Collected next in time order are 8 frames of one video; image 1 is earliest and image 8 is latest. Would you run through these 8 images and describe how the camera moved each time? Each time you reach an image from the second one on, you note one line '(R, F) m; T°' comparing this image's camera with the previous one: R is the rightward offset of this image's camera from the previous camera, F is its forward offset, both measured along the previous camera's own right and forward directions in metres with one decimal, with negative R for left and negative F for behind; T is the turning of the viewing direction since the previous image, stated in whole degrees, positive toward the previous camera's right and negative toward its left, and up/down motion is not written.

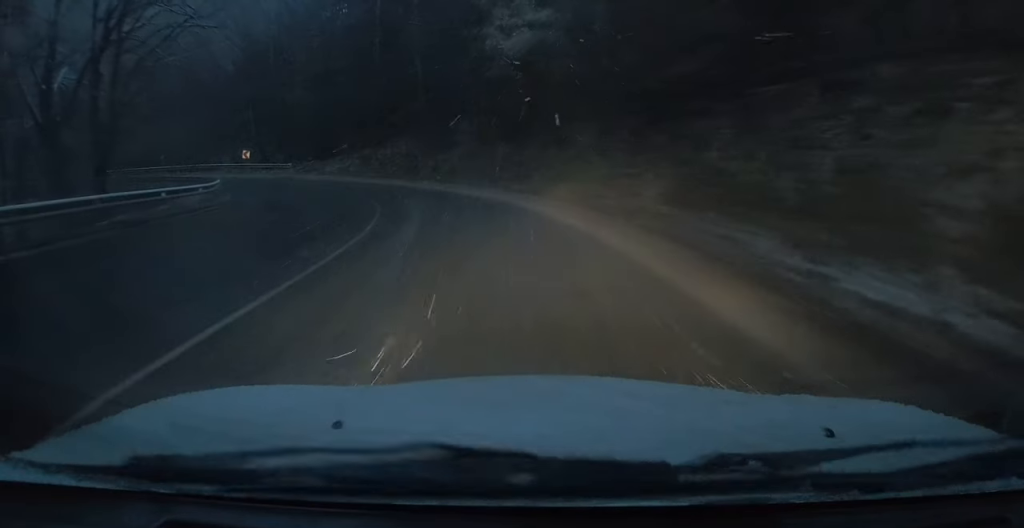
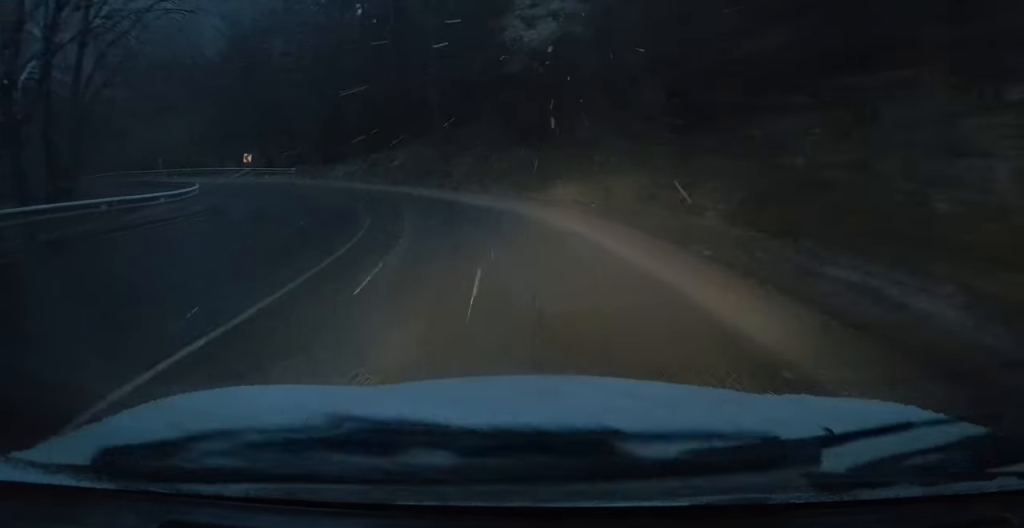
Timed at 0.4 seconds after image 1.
(-0.1, +4.3) m; -1°
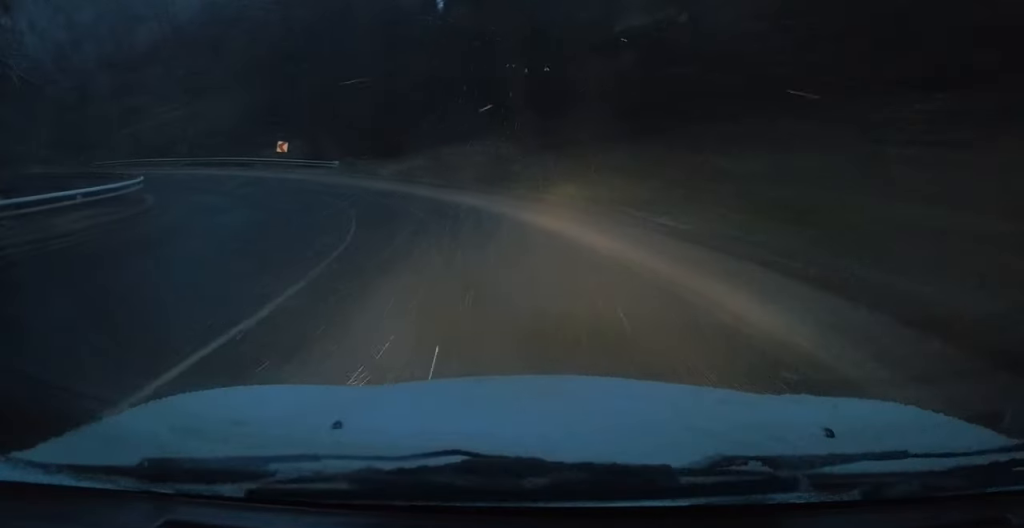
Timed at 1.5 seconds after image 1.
(-0.2, +11.9) m; -4°
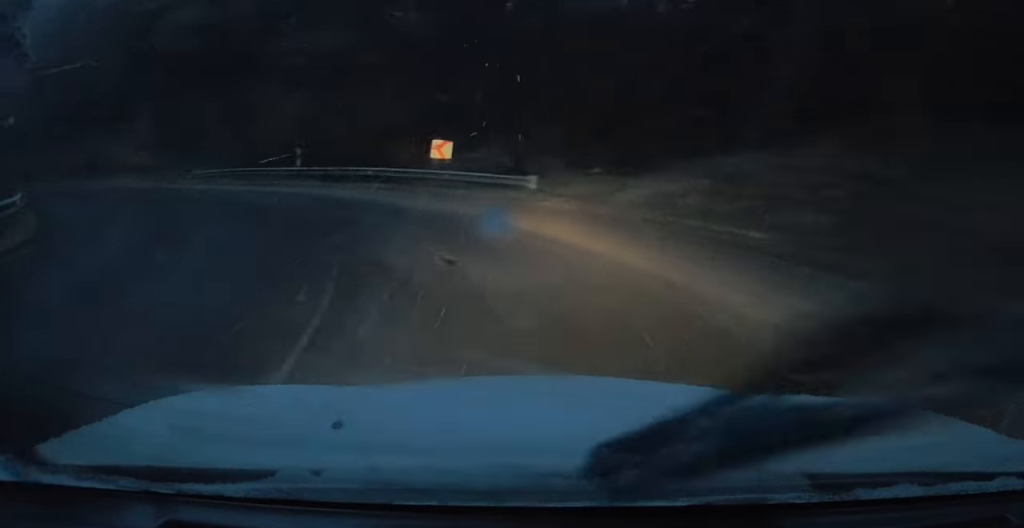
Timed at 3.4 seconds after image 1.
(-2.3, +17.8) m; -23°
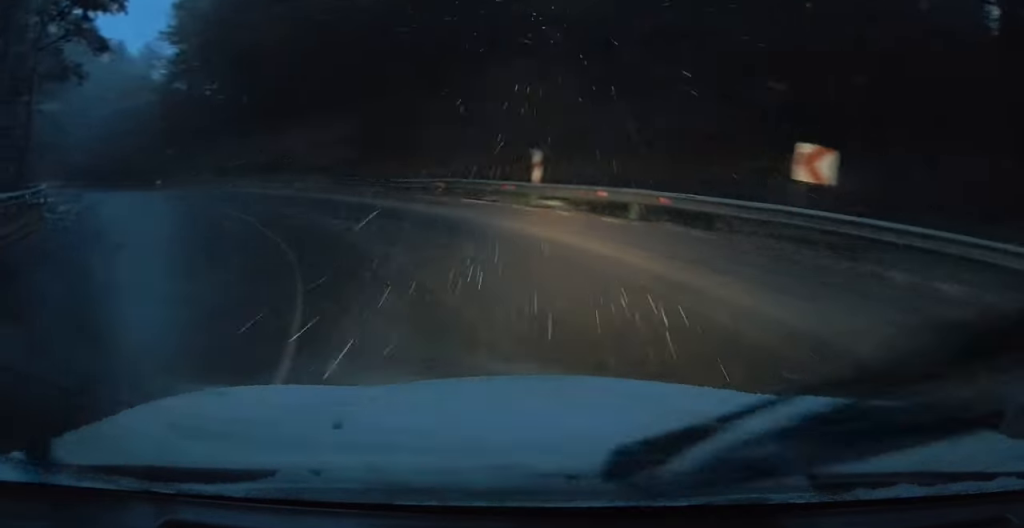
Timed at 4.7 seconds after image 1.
(-3.0, +12.0) m; -25°
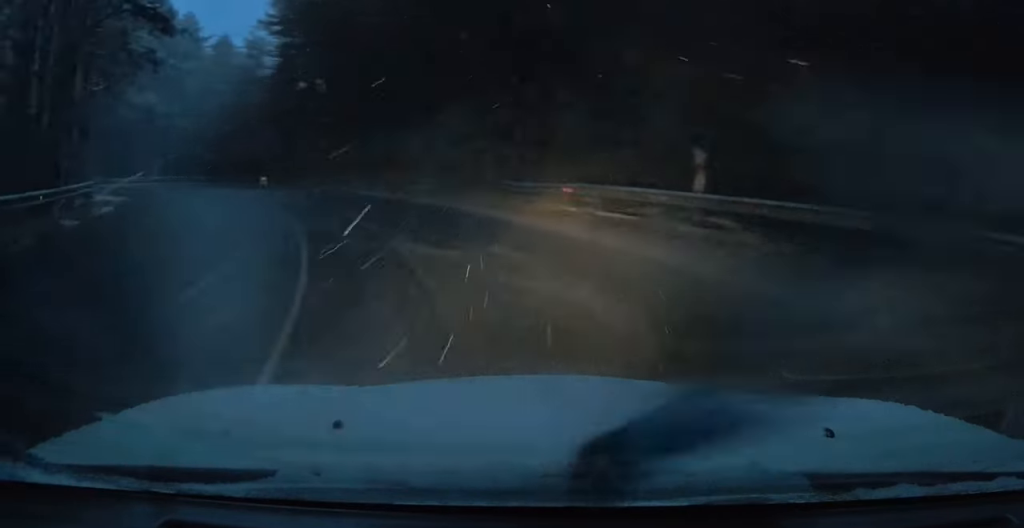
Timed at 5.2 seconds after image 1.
(-0.3, +4.9) m; -4°
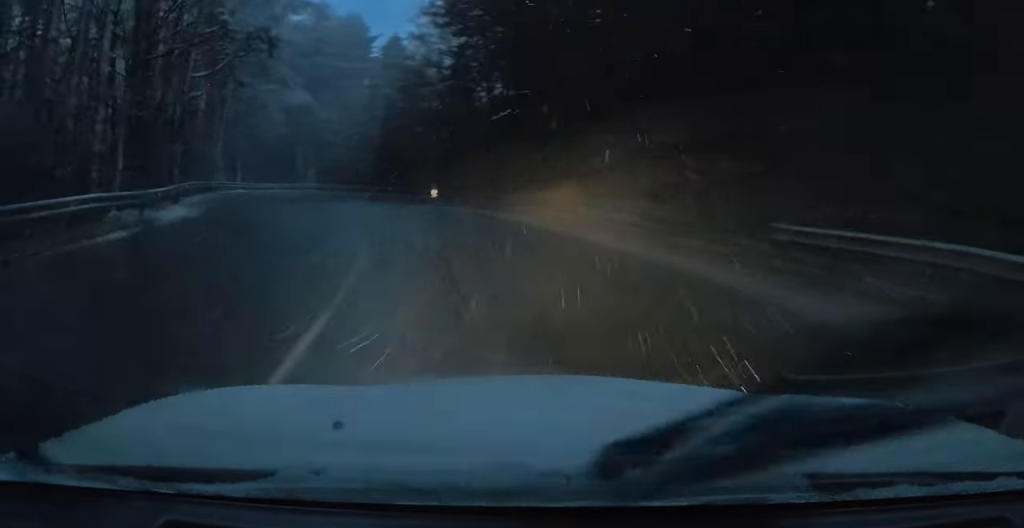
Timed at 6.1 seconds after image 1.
(-0.4, +9.2) m; -4°
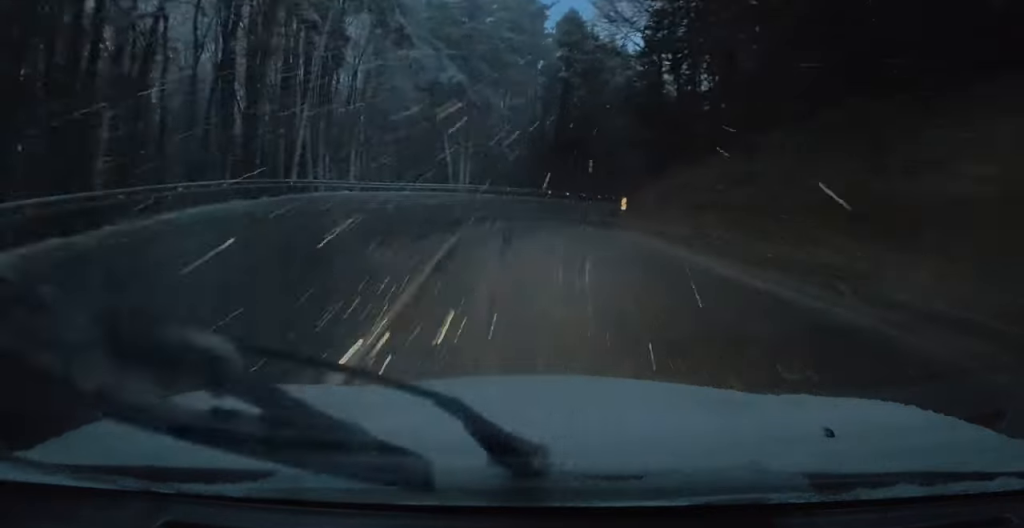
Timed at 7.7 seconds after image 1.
(-1.1, +17.0) m; -10°
